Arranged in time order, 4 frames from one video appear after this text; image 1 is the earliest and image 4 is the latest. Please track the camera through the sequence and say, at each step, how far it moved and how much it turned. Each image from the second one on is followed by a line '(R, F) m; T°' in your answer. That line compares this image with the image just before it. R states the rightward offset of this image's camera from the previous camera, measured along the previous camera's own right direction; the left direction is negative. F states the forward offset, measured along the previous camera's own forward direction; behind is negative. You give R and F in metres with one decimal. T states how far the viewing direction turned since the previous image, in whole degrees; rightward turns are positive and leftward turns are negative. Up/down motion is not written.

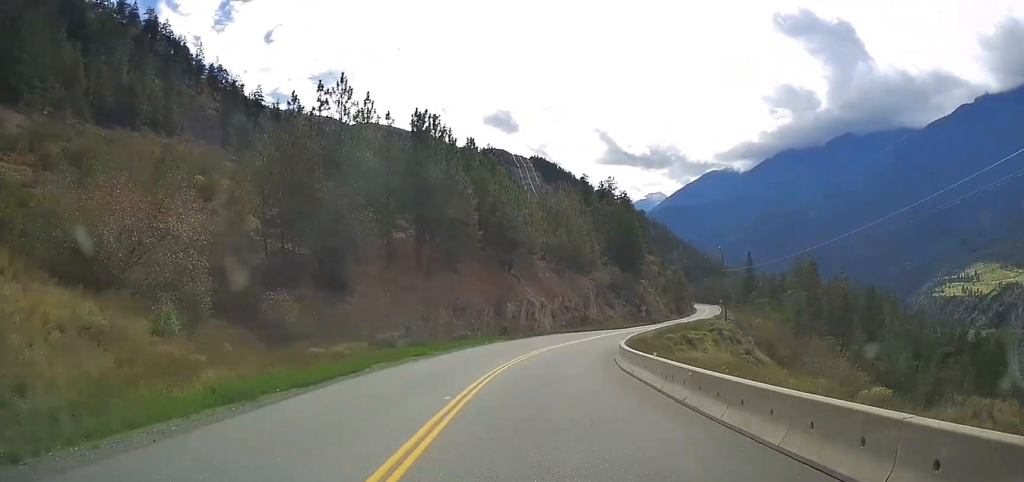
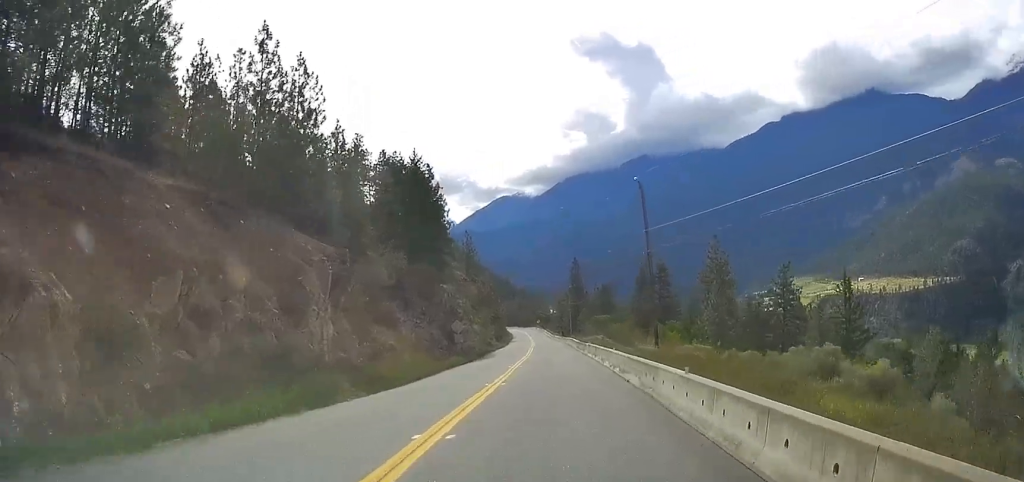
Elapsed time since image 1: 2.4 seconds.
(+6.6, +49.7) m; +15°
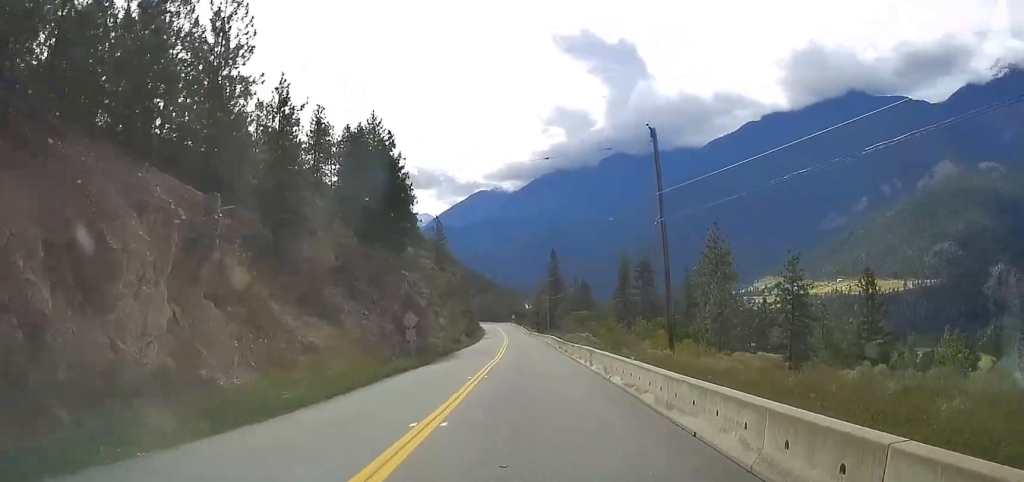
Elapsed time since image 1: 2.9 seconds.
(+0.1, +9.8) m; +1°
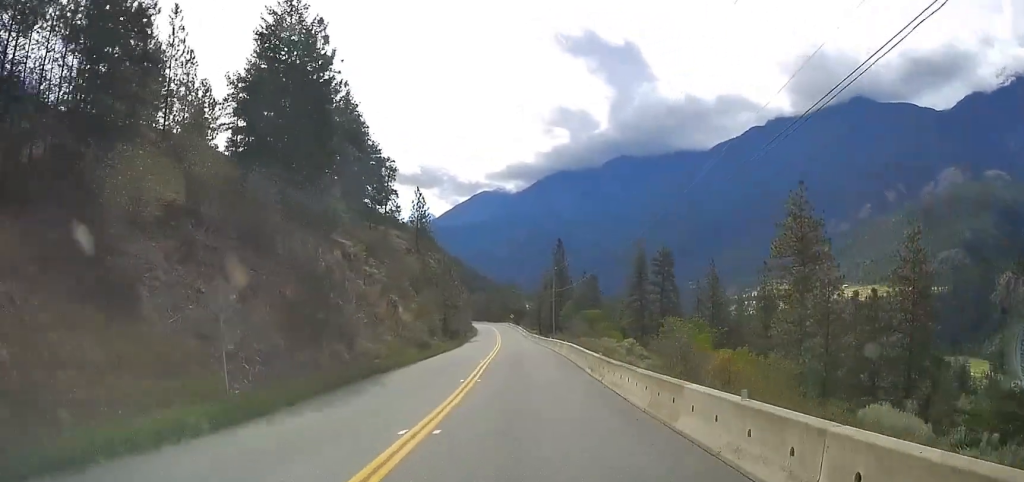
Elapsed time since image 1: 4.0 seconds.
(+0.4, +23.4) m; +2°
